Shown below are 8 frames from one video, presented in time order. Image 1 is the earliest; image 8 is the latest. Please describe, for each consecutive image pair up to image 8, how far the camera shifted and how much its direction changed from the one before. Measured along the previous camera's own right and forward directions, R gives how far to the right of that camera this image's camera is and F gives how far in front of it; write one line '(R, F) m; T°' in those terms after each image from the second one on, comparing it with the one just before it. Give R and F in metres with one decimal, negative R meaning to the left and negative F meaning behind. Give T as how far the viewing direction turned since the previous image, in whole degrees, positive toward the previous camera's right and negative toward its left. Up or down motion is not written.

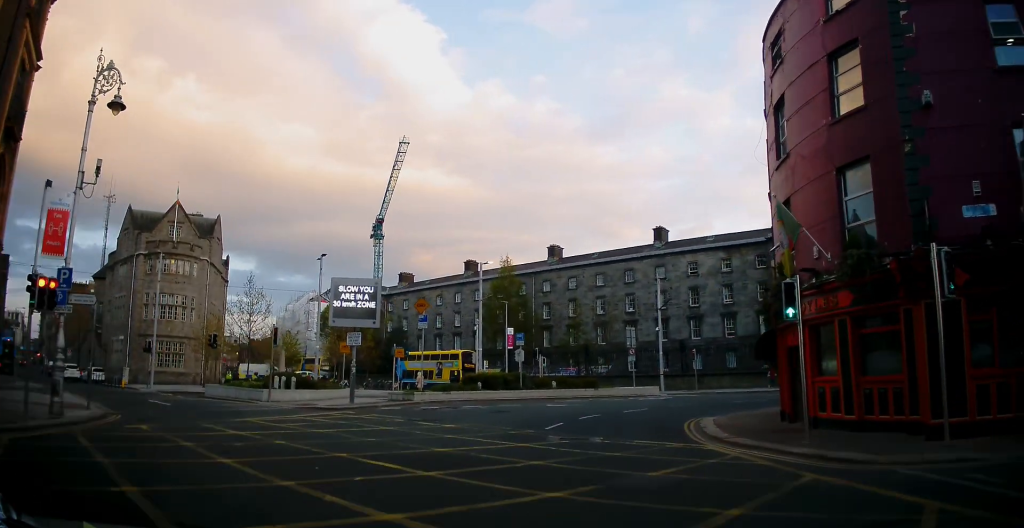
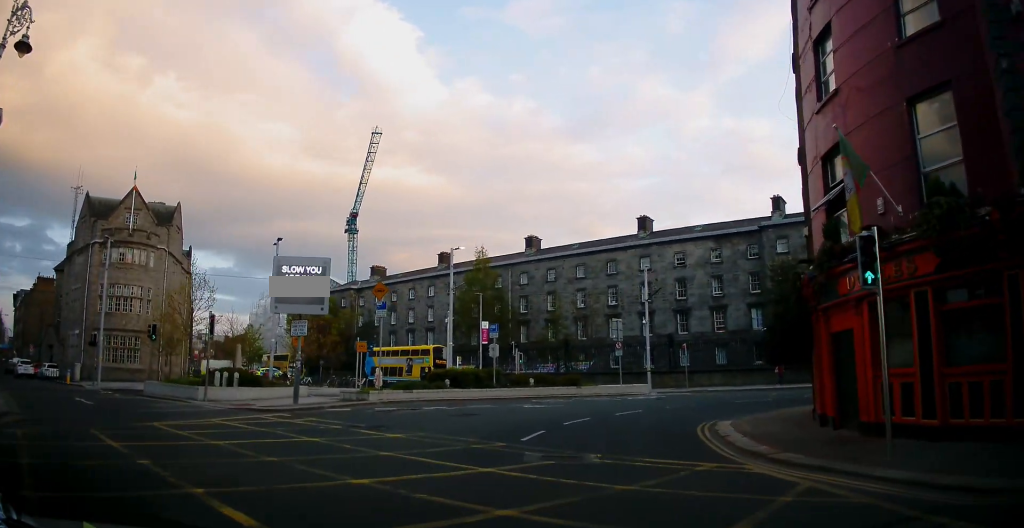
(+0.2, +3.8) m; +3°
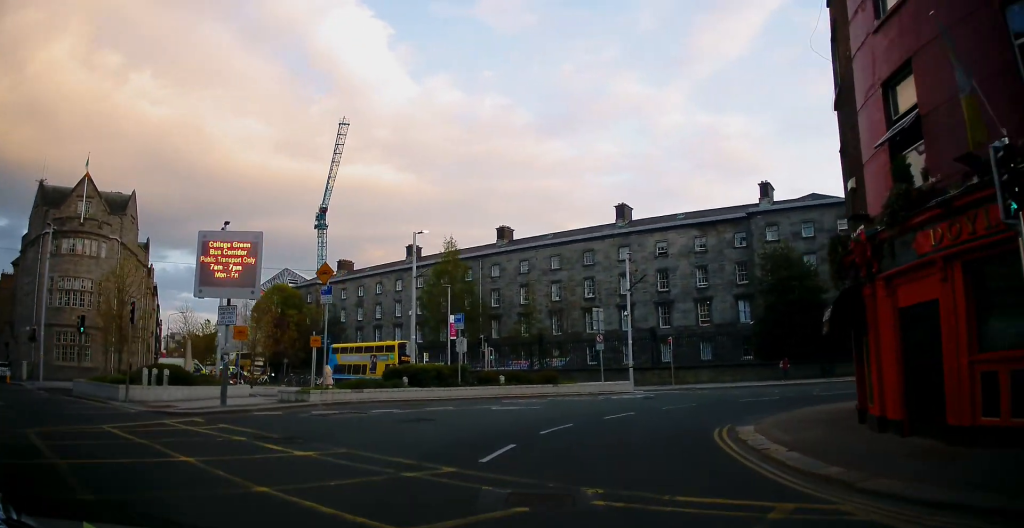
(+0.2, +3.7) m; +2°
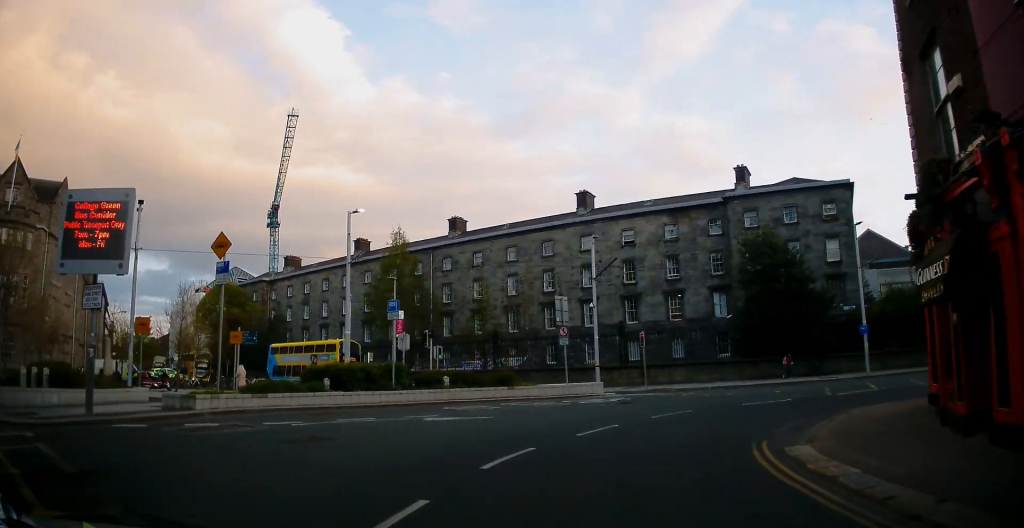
(-0.2, +4.8) m; +2°
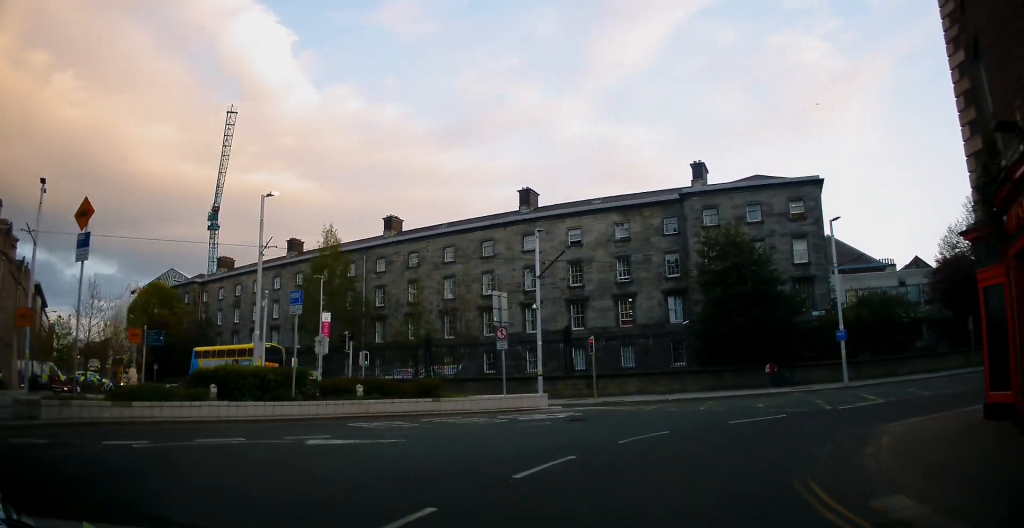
(+0.2, +4.0) m; +6°
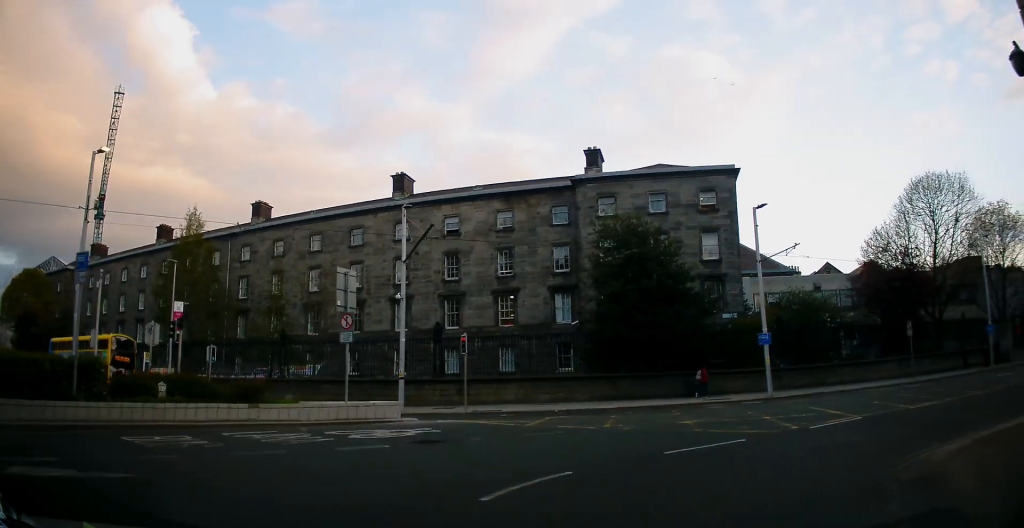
(+0.5, +5.3) m; +13°
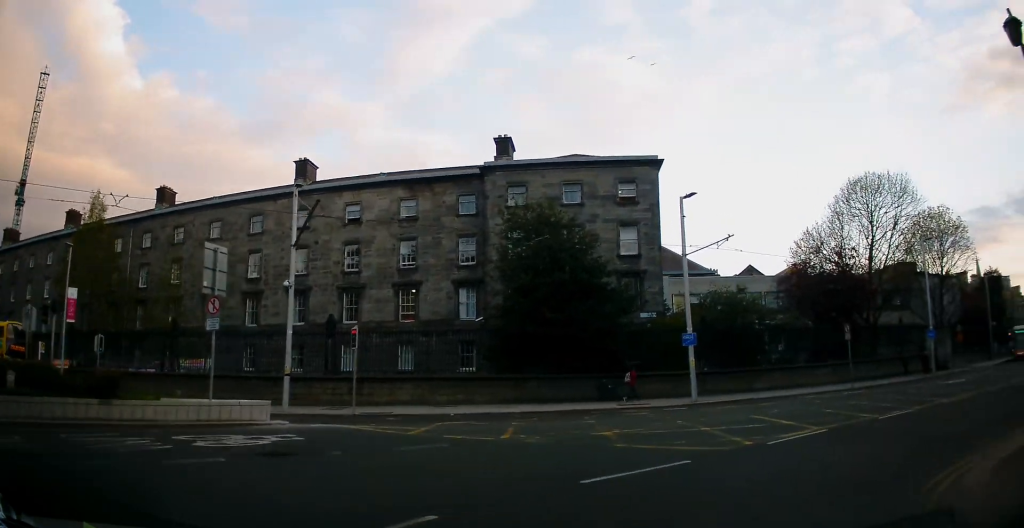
(-0.1, +2.6) m; +8°
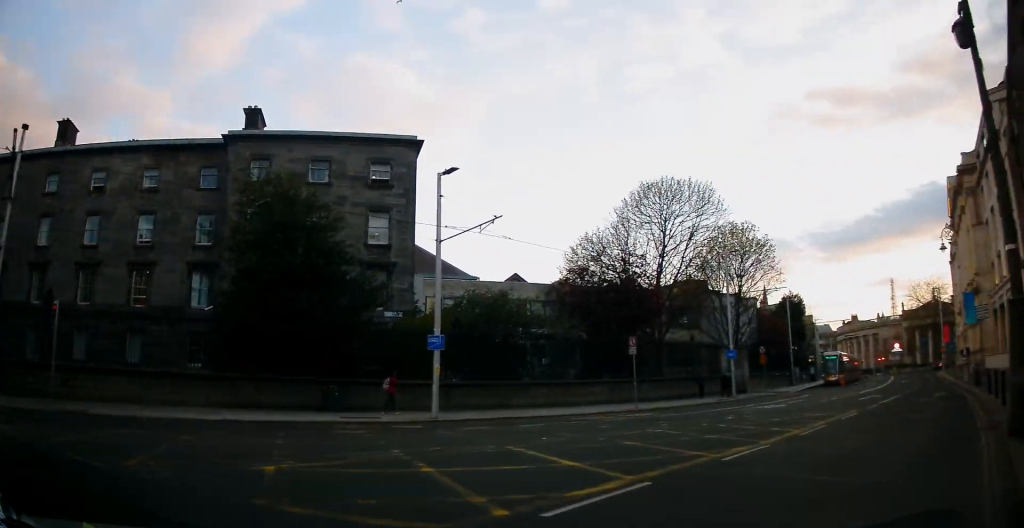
(+0.8, +4.8) m; +28°
